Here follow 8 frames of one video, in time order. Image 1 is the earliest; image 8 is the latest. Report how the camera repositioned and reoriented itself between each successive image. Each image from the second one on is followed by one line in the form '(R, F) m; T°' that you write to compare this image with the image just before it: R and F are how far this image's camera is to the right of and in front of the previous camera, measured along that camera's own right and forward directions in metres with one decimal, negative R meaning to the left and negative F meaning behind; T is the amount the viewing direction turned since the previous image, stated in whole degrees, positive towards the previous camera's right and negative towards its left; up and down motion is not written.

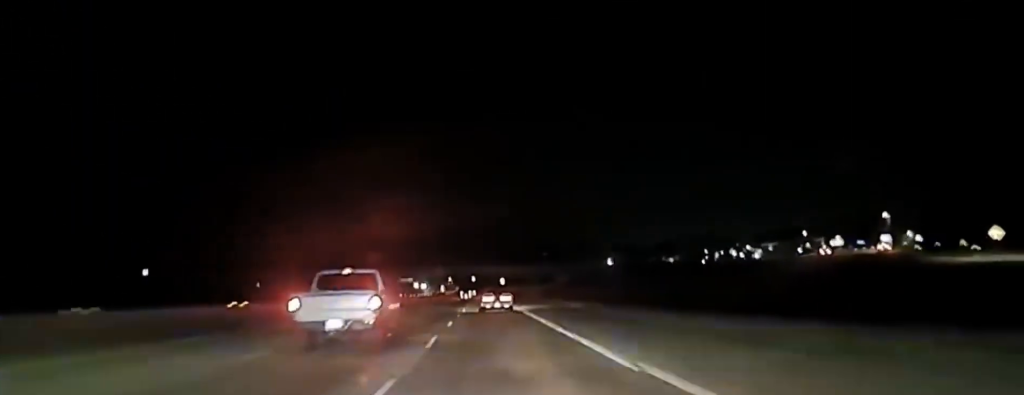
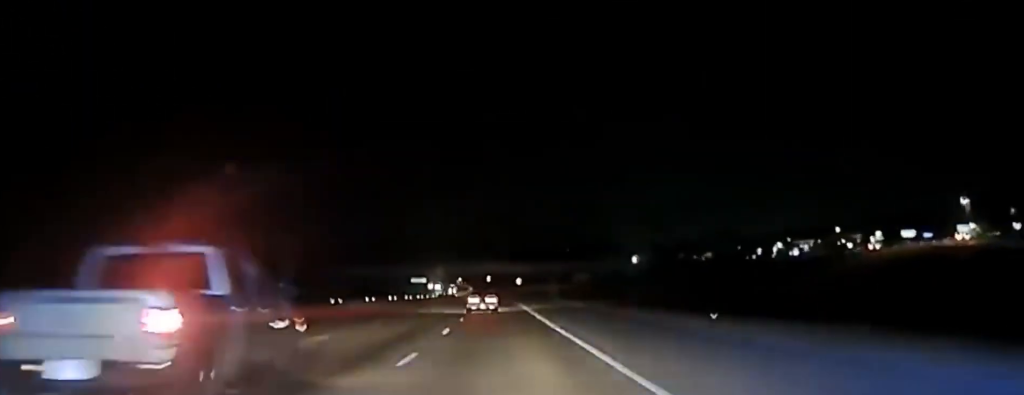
(-0.1, +27.9) m; -1°
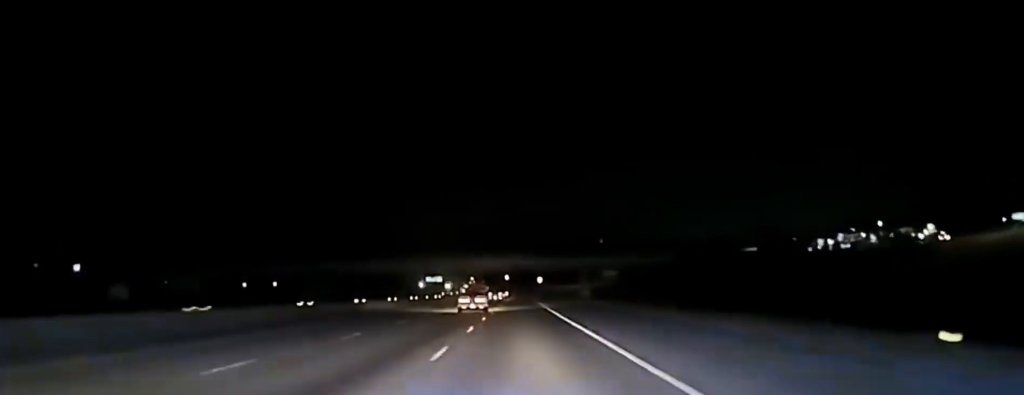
(-0.4, +35.3) m; -1°
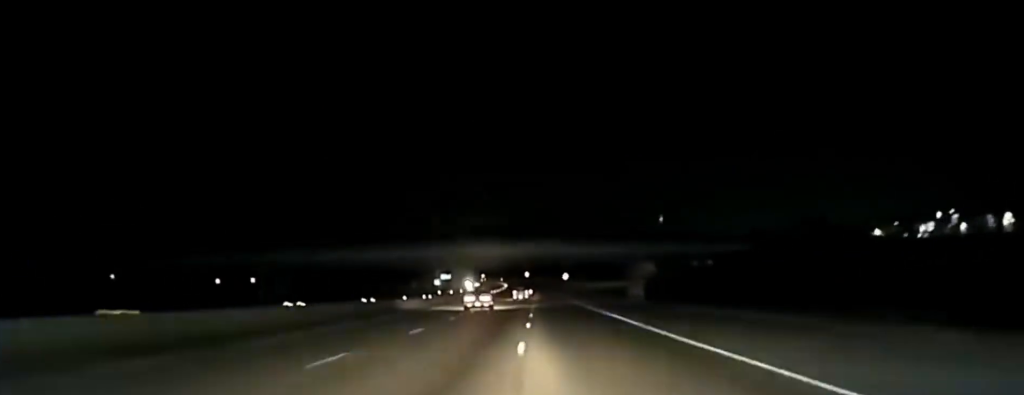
(-0.5, +47.9) m; -1°
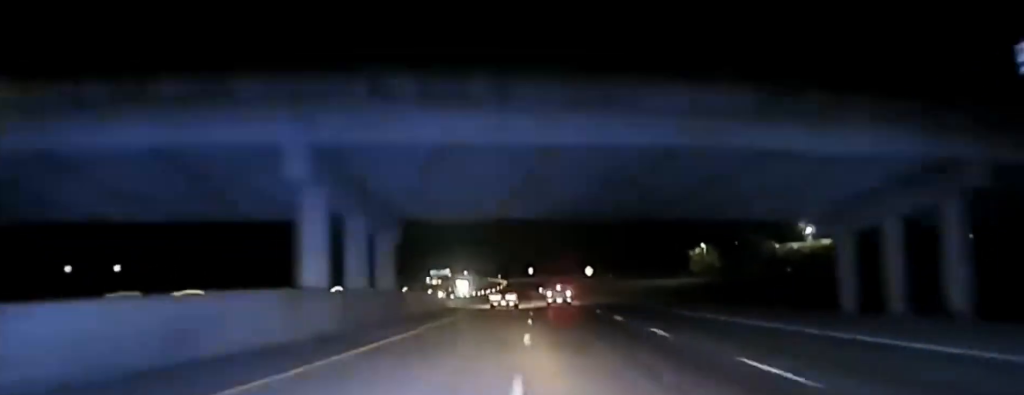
(-0.7, +93.8) m; 0°
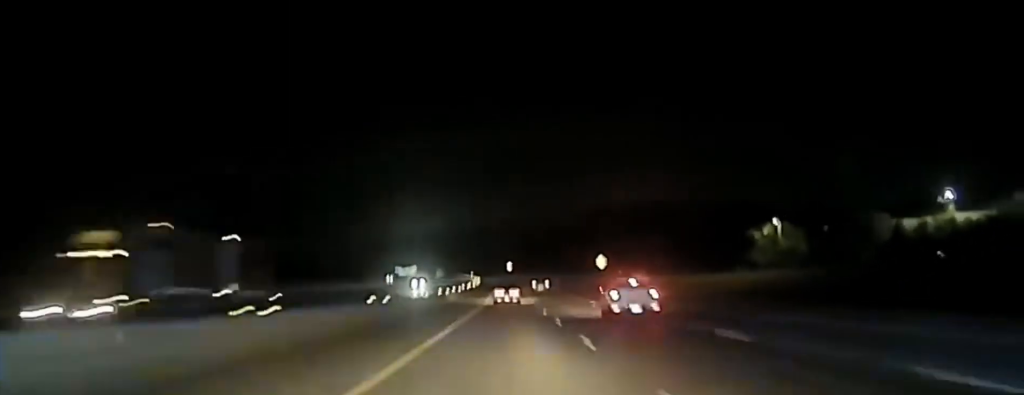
(+1.0, +76.3) m; +2°
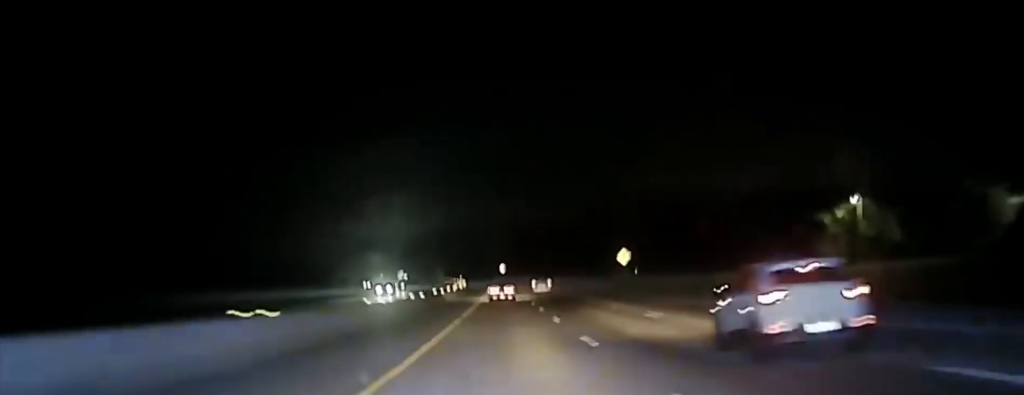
(+0.3, +35.2) m; 0°
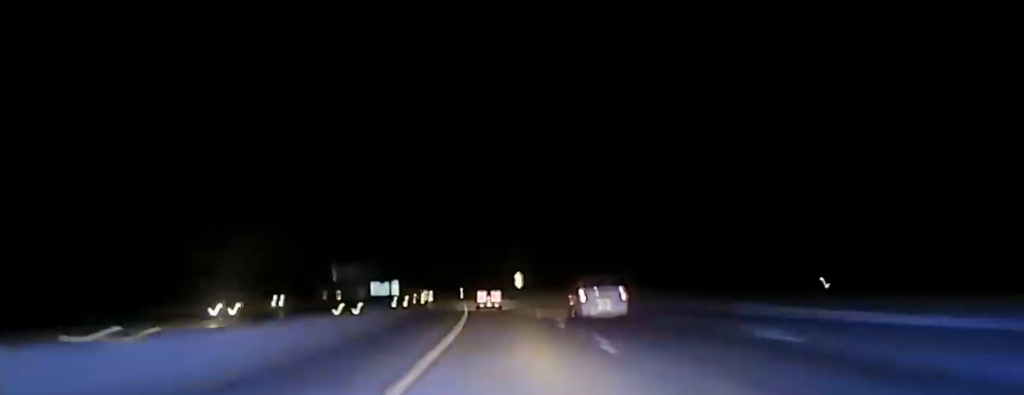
(-0.3, +101.4) m; -2°
